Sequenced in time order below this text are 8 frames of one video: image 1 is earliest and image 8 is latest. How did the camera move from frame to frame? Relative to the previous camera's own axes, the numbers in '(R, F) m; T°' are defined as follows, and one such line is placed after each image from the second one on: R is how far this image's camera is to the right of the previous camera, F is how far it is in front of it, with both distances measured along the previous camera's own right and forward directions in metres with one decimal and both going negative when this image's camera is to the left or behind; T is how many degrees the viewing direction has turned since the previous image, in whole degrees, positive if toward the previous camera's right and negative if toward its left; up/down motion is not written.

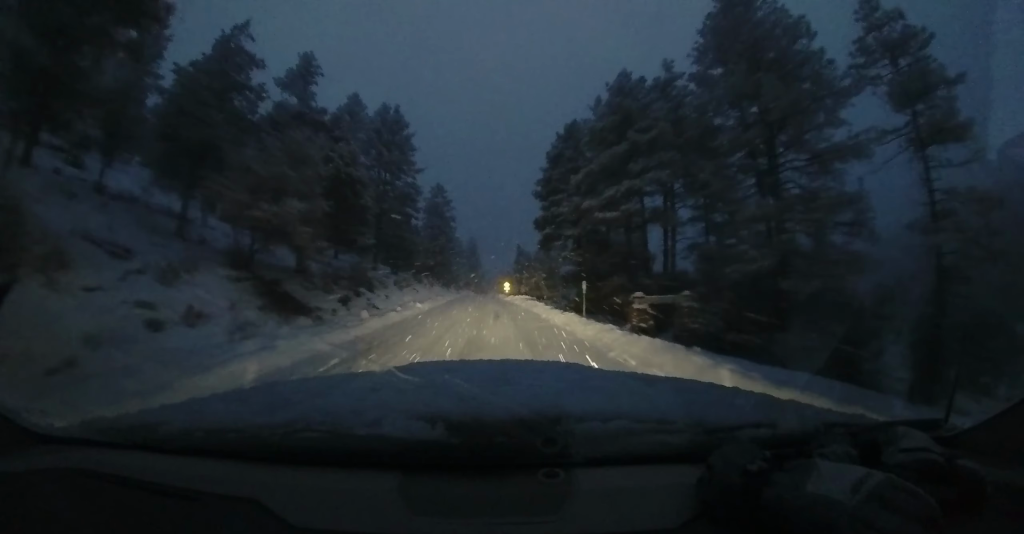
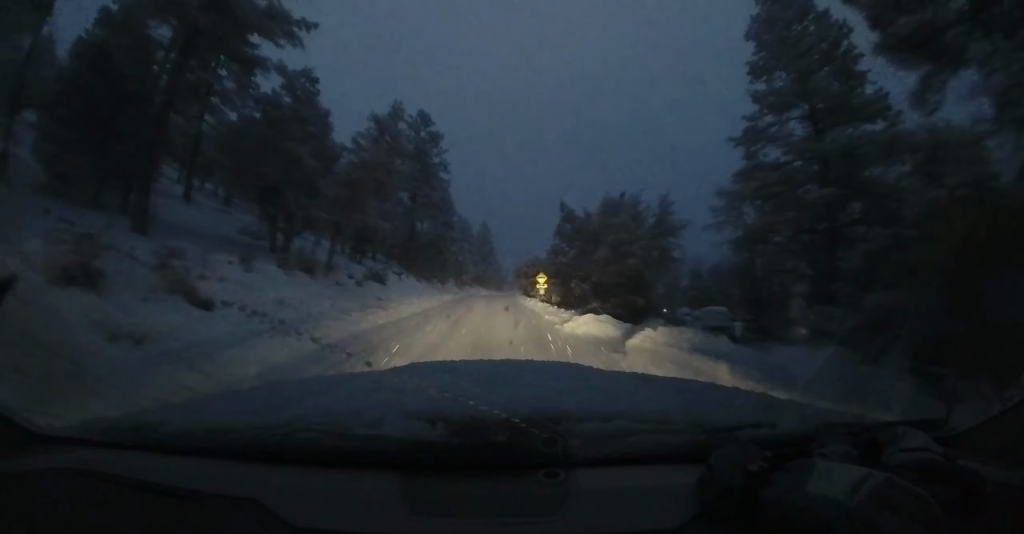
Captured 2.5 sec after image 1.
(-1.0, +30.7) m; +1°
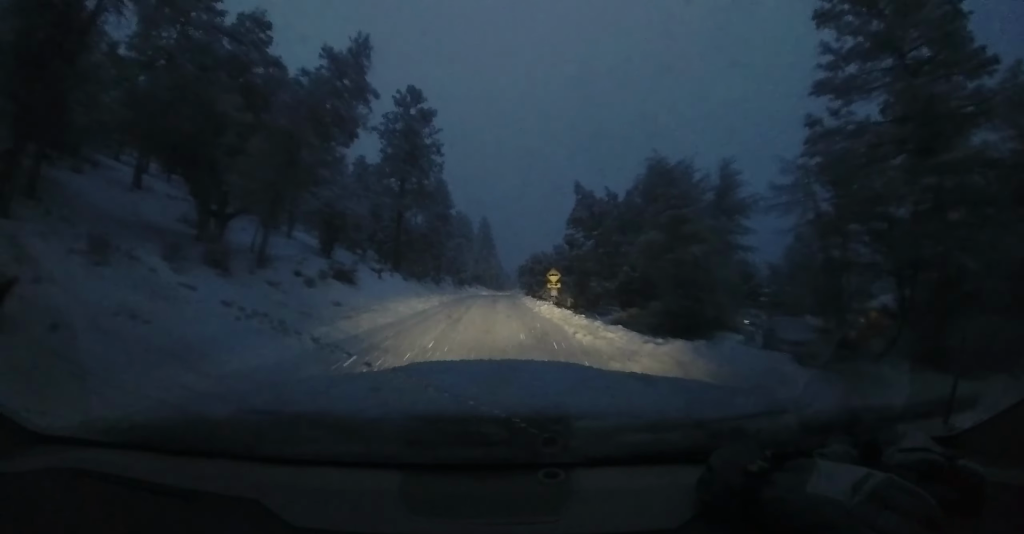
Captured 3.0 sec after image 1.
(0.0, +6.1) m; +1°
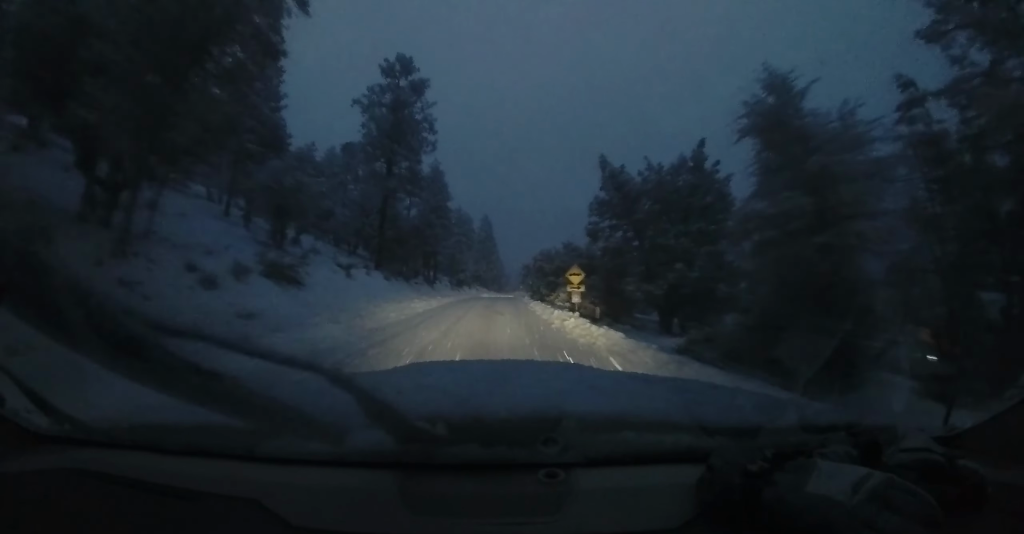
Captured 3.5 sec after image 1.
(+0.2, +5.9) m; -1°
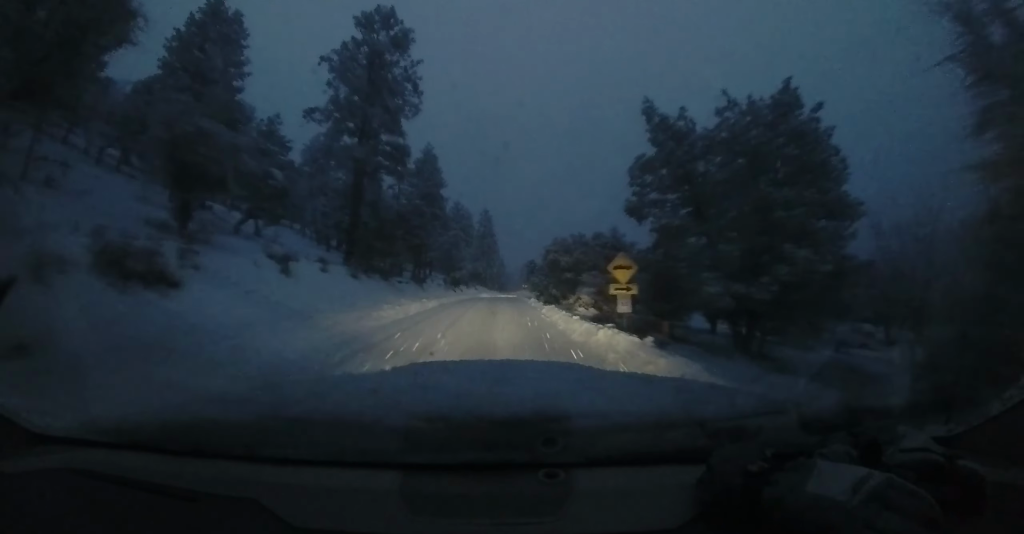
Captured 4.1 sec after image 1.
(+0.1, +6.9) m; -1°
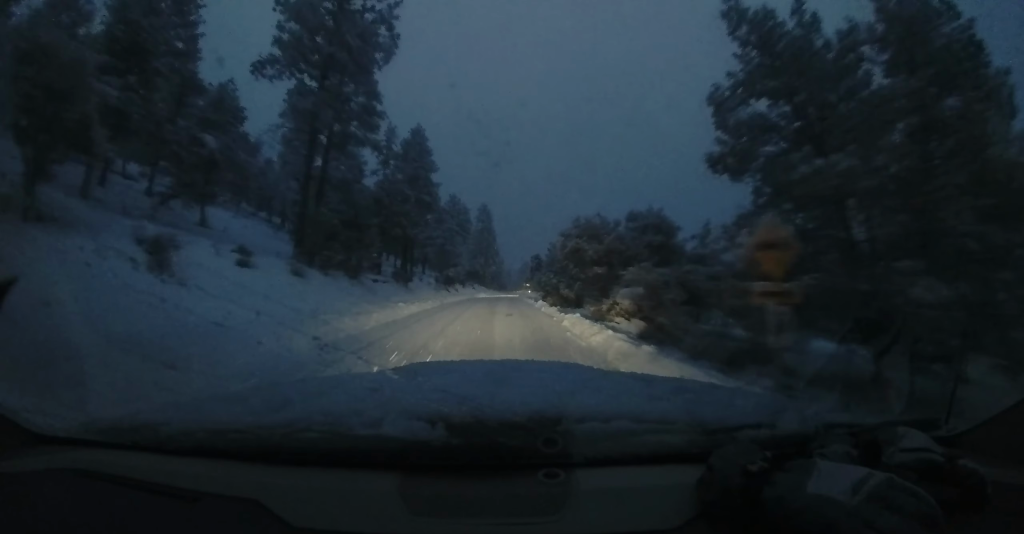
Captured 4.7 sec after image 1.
(-0.3, +6.2) m; 0°
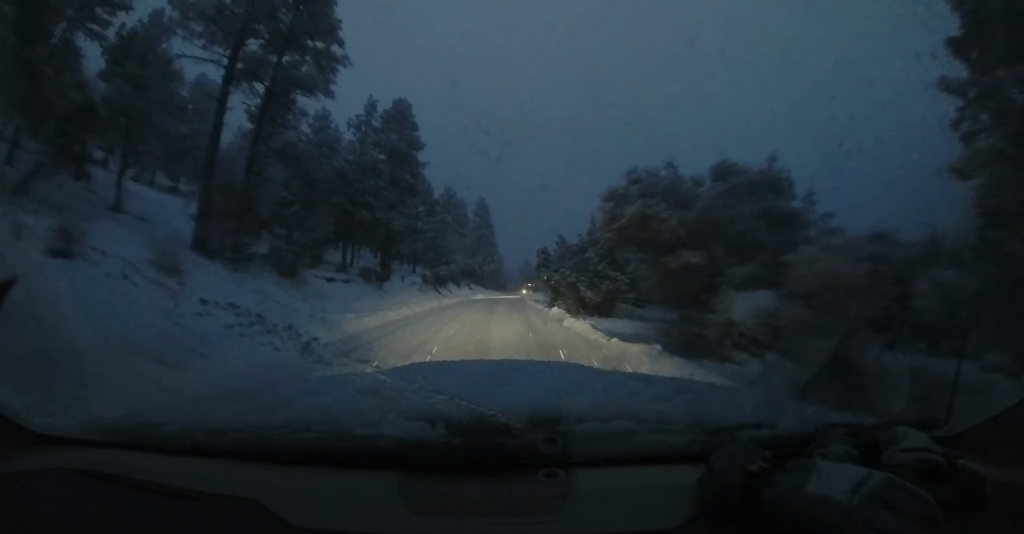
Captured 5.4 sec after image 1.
(+0.1, +6.9) m; +1°
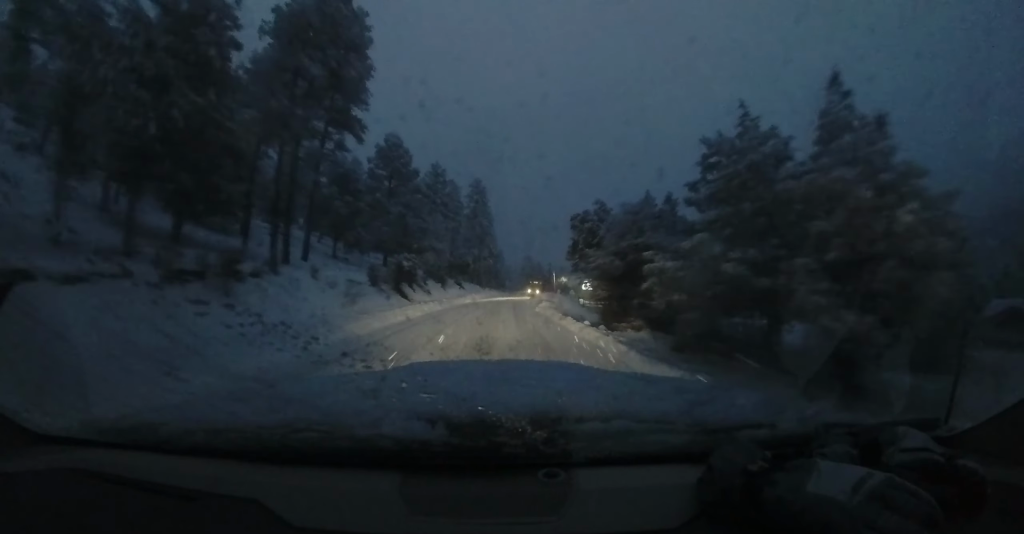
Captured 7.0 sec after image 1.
(+0.3, +15.3) m; +1°
